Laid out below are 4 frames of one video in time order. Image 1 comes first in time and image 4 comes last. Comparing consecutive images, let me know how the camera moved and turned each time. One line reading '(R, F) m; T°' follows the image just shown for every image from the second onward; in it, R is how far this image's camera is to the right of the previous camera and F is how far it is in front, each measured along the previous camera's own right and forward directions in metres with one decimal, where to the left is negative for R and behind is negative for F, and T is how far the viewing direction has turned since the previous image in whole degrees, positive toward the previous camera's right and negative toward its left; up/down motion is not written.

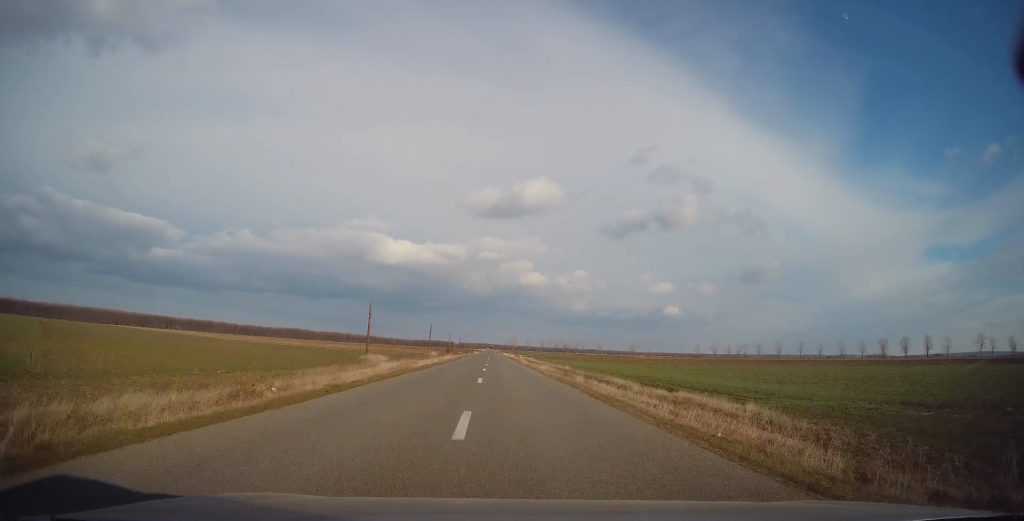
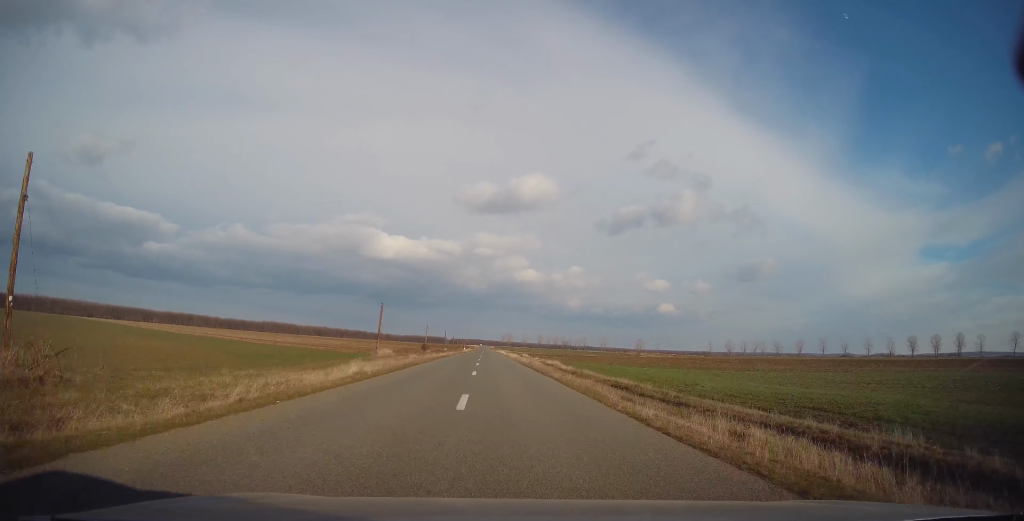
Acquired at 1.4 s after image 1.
(0.0, +42.6) m; 0°
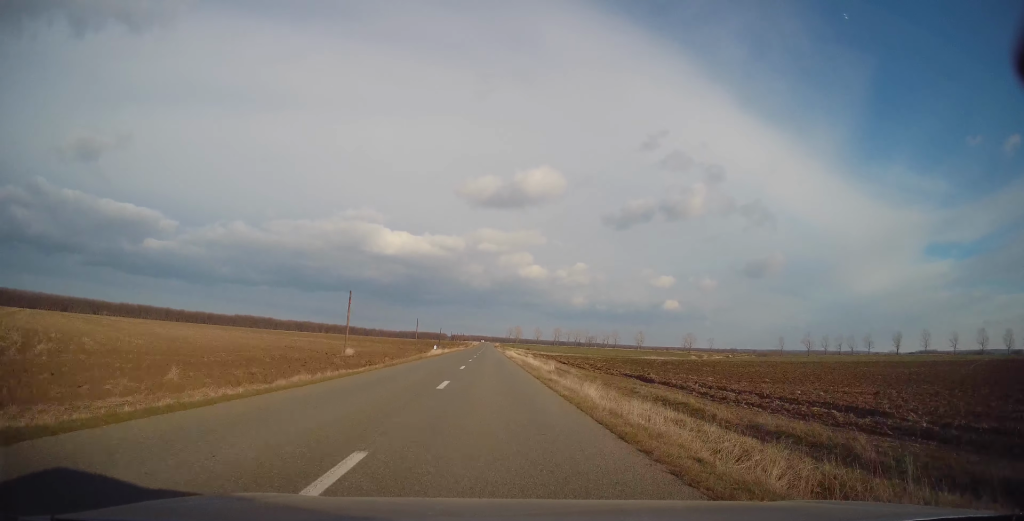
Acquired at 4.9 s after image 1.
(+0.2, +110.3) m; -1°
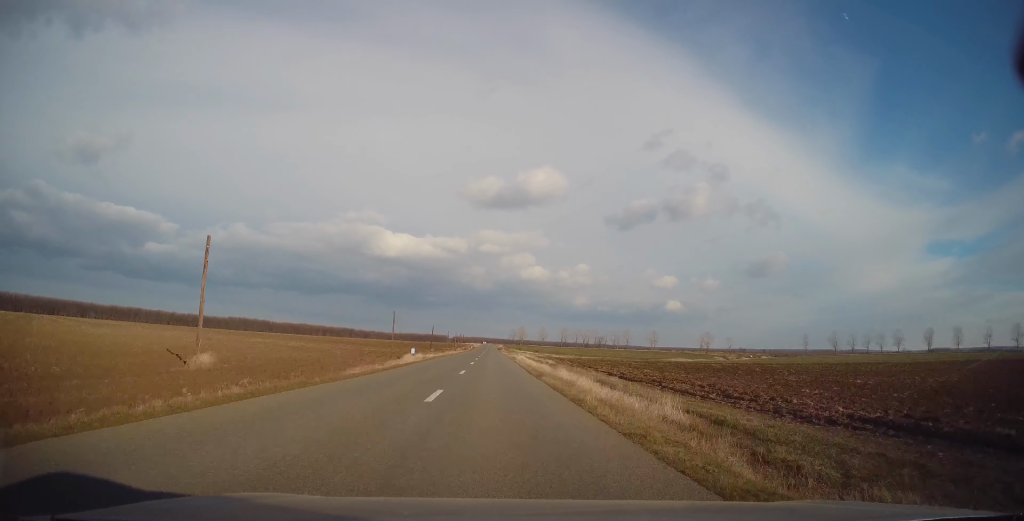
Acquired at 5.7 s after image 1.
(-0.2, +26.6) m; -1°
